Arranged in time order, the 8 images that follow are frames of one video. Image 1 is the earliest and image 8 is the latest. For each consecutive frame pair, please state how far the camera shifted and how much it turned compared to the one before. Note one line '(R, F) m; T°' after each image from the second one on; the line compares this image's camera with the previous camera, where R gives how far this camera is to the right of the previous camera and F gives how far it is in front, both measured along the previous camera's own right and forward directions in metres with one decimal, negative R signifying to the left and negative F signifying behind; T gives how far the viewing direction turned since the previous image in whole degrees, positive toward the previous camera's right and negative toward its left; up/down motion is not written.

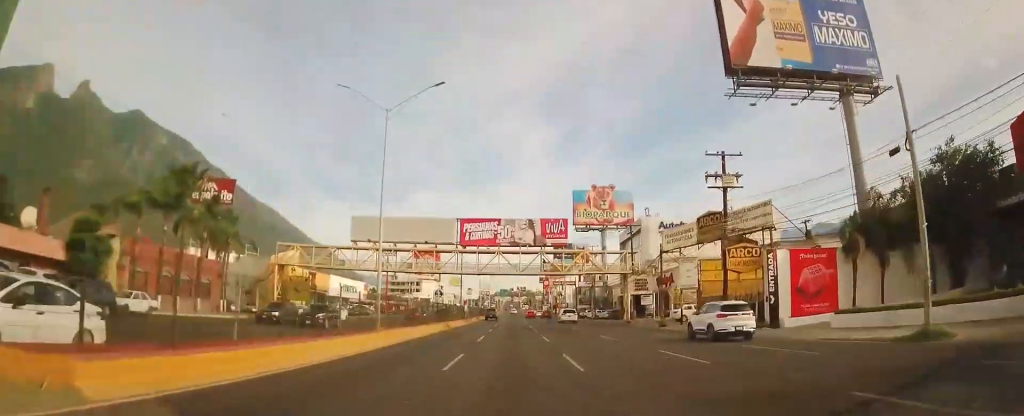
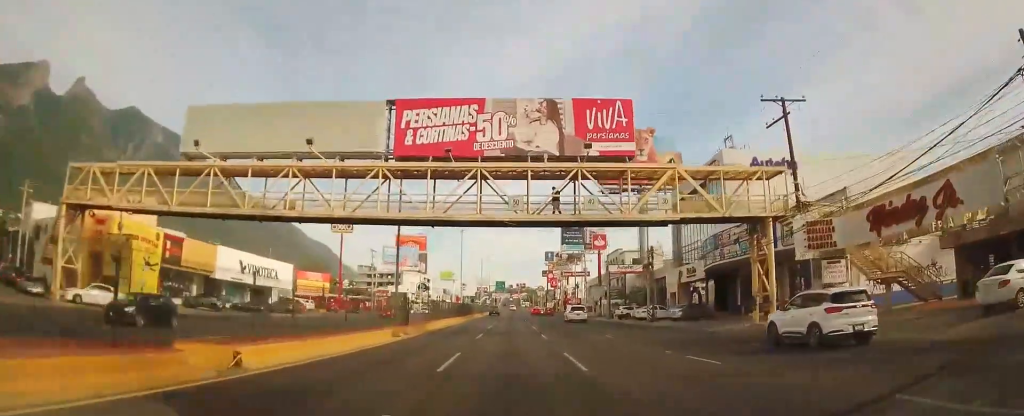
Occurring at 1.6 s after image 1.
(+0.7, +37.7) m; +2°
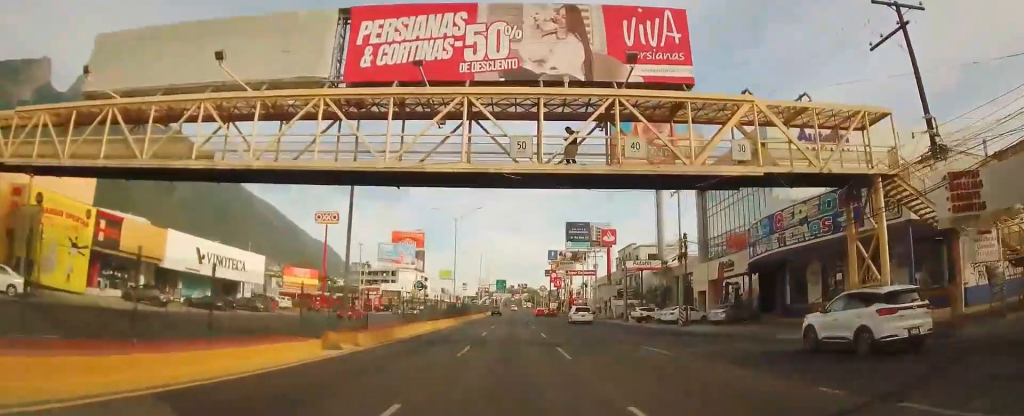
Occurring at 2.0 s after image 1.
(+0.2, +9.7) m; 0°
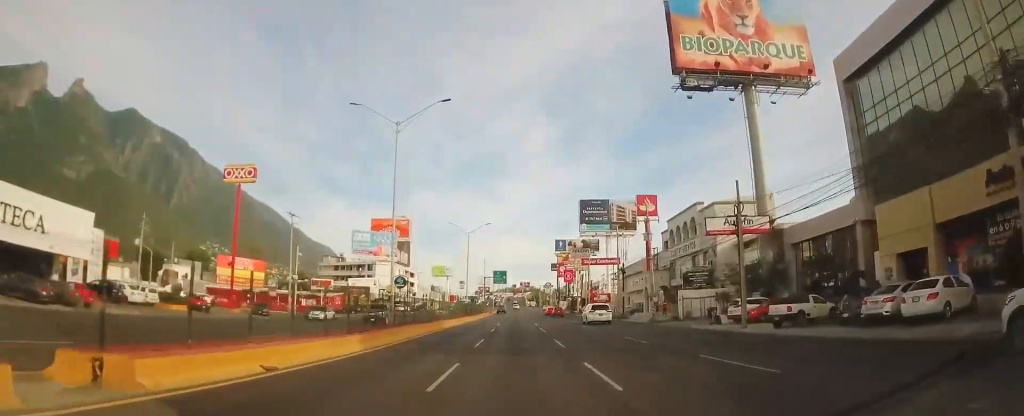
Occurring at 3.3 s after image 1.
(-0.3, +31.3) m; 0°
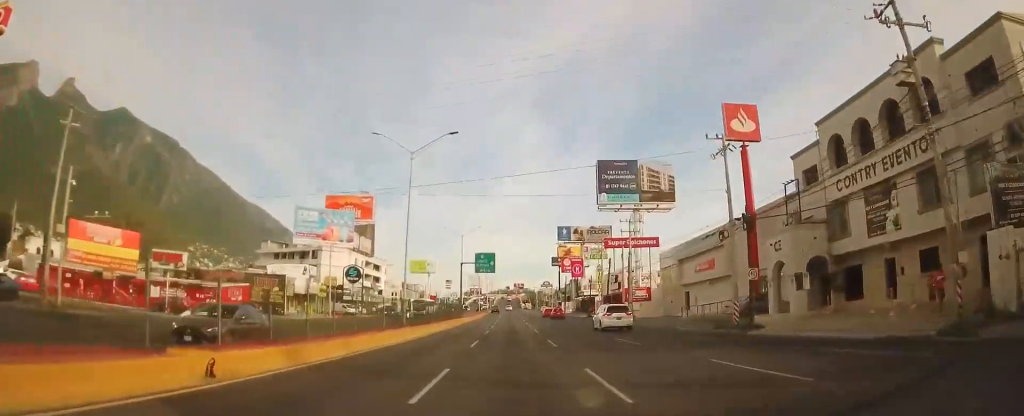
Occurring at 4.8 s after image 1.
(0.0, +36.9) m; -1°
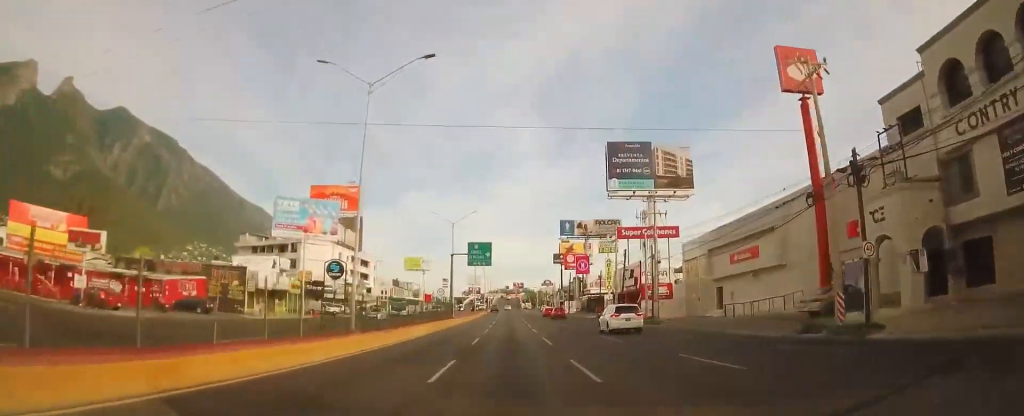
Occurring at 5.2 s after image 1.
(-0.1, +10.4) m; 0°
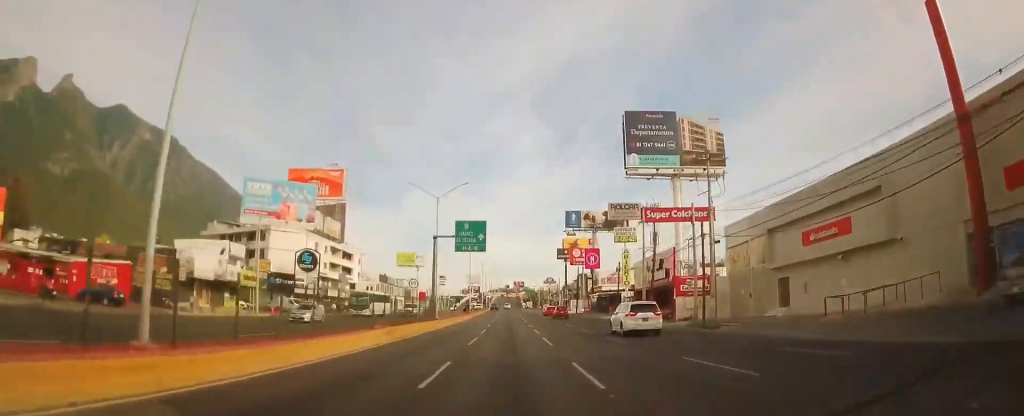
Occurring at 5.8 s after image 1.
(-0.2, +13.3) m; 0°
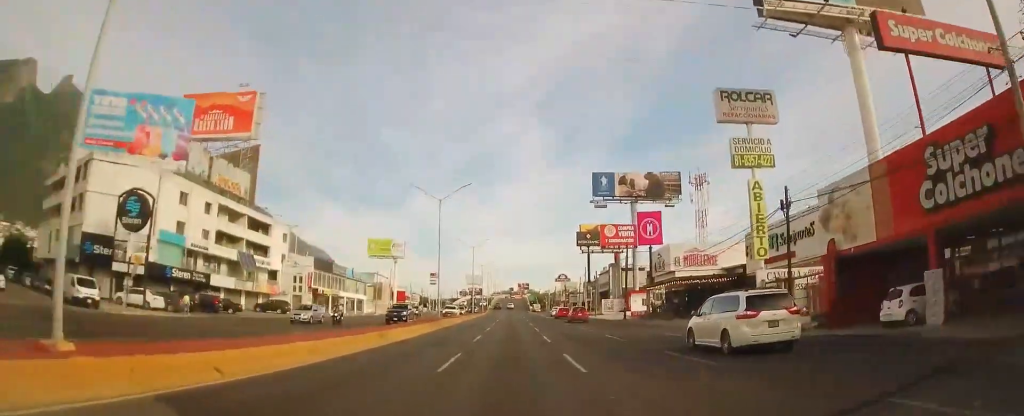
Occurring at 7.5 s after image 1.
(+0.6, +41.0) m; +1°
